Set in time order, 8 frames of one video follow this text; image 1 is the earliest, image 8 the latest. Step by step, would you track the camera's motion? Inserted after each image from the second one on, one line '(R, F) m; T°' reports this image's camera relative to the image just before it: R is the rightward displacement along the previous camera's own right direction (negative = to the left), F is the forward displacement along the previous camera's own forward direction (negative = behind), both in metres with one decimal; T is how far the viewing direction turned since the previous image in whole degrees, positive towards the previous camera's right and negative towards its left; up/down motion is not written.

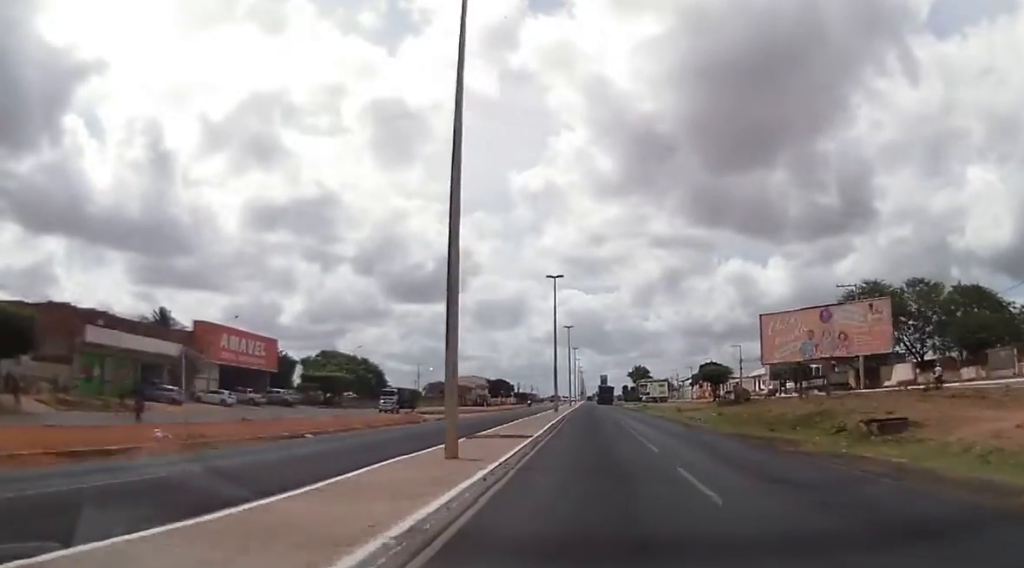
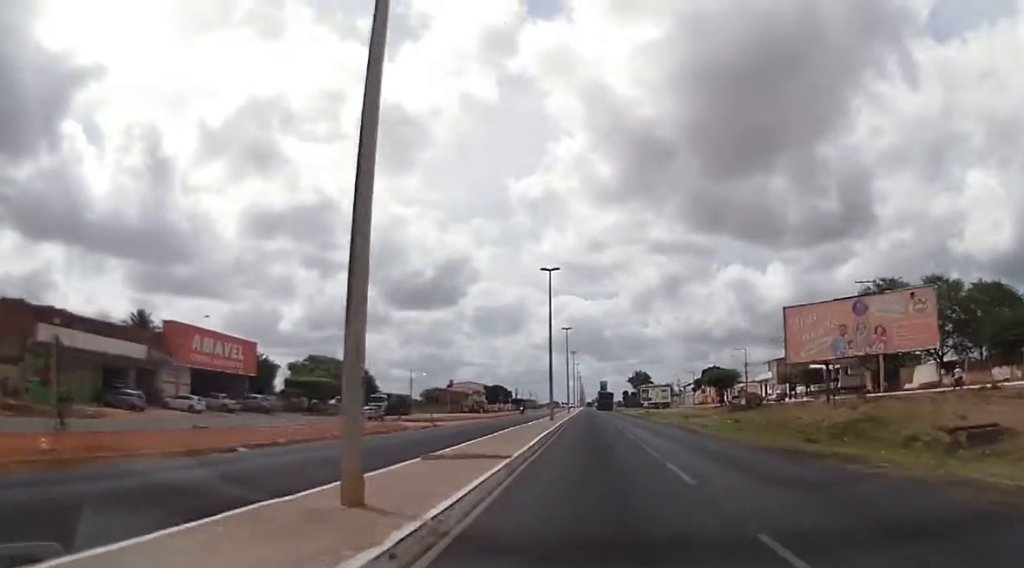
(0.0, +5.5) m; +1°
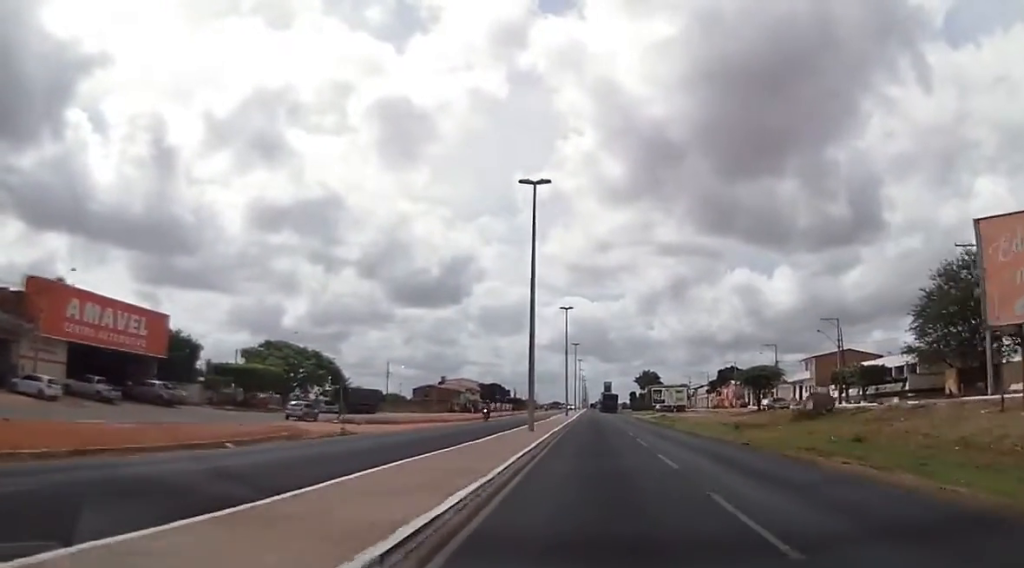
(+1.1, +19.1) m; +1°
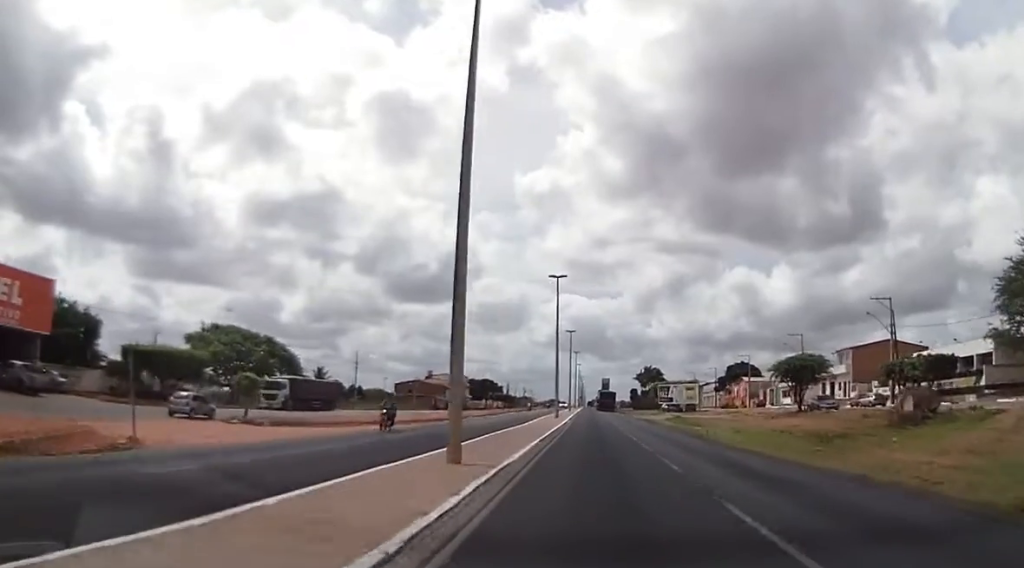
(-1.0, +15.4) m; -3°
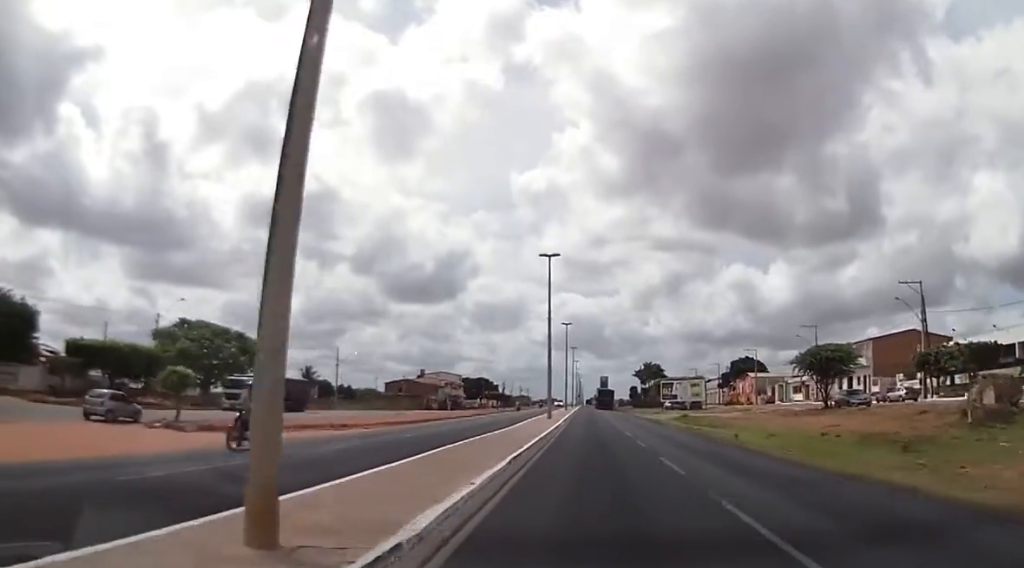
(+0.2, +7.4) m; +2°
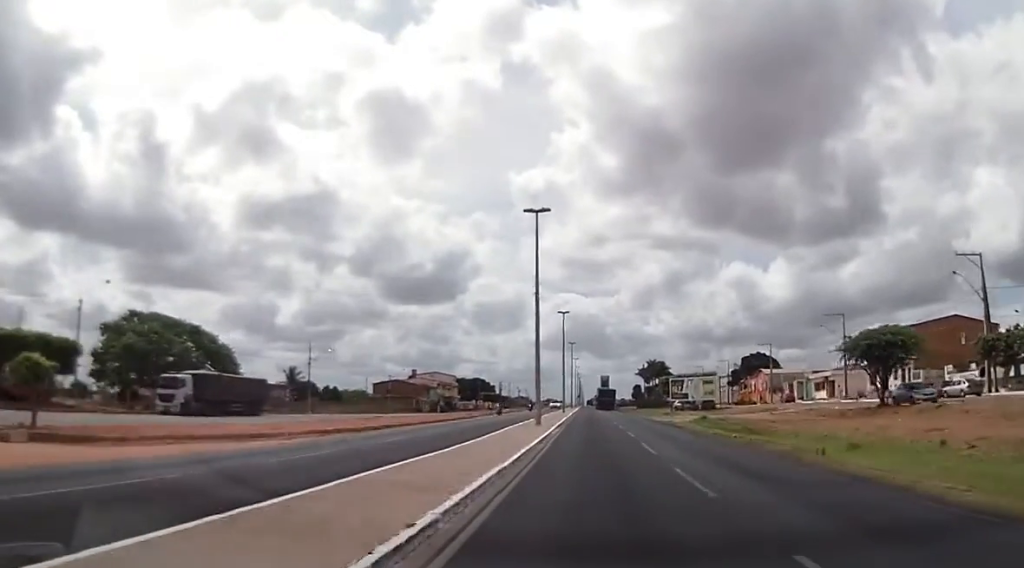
(+0.2, +10.5) m; +1°
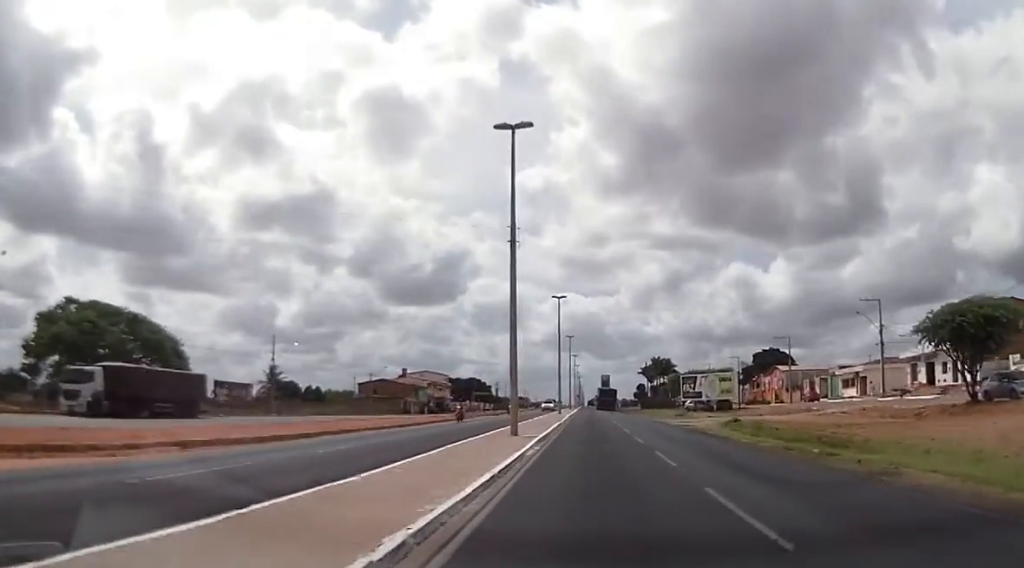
(+0.4, +11.0) m; -1°
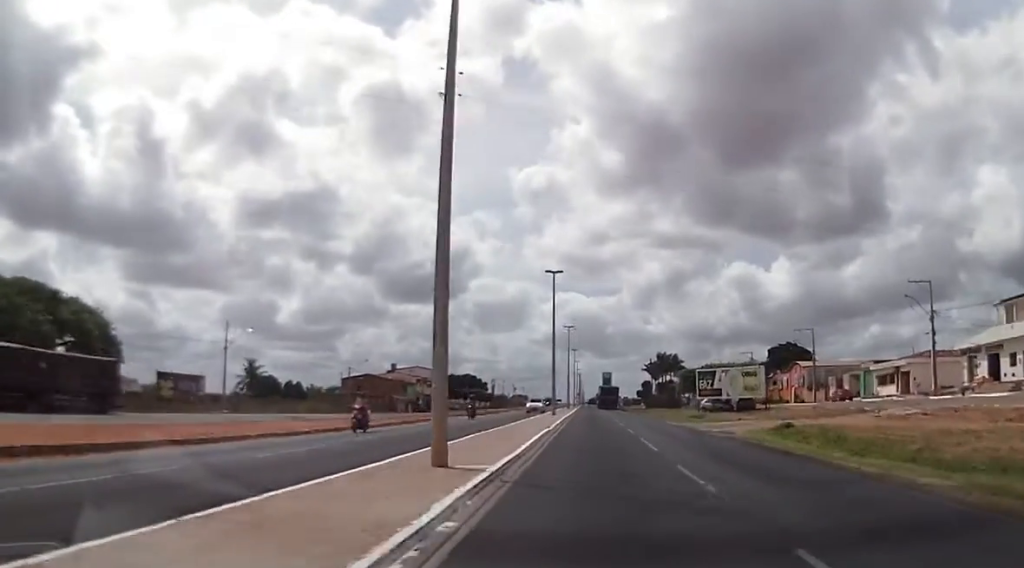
(-0.5, +11.6) m; 0°
